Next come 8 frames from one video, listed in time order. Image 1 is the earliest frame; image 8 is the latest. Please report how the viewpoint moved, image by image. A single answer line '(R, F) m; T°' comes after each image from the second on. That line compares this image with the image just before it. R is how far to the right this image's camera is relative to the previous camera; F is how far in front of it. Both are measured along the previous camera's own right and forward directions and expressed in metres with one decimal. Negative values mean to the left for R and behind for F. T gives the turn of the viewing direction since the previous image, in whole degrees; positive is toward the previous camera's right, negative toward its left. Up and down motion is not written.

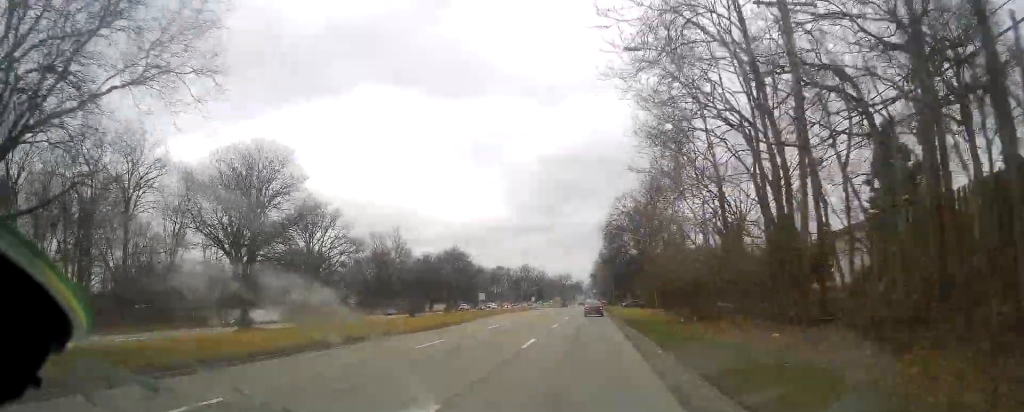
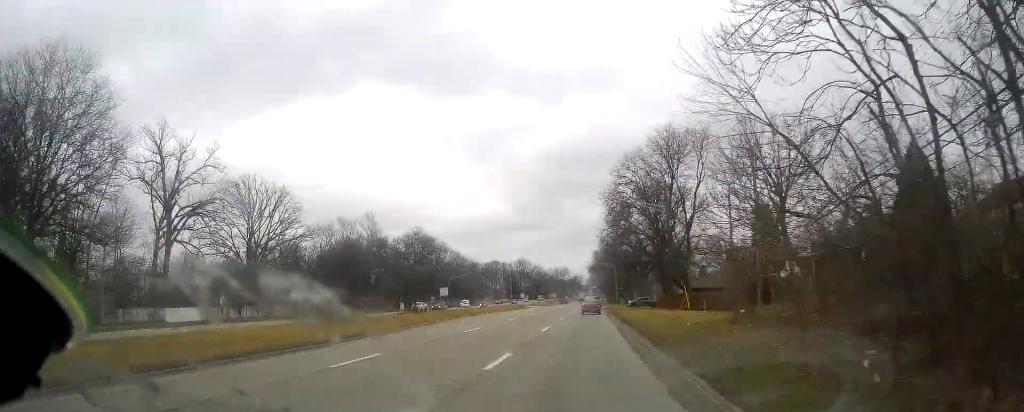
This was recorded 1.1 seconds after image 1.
(+0.6, +21.2) m; +1°
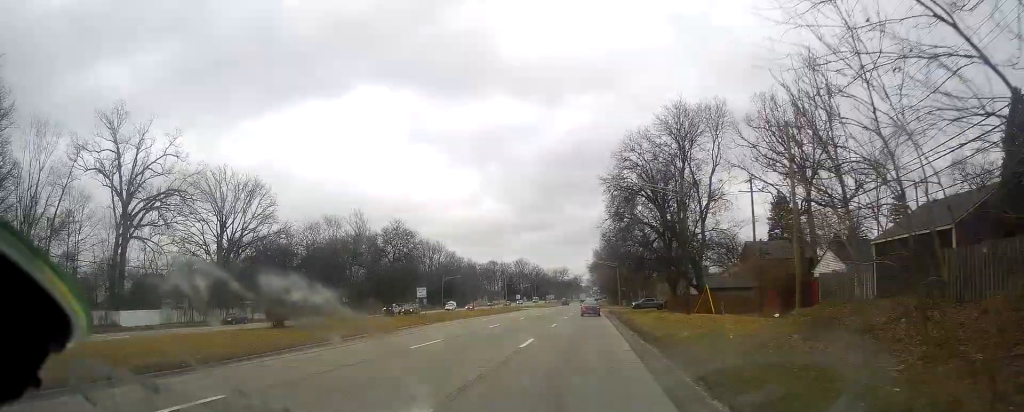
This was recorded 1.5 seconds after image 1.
(+0.1, +8.6) m; -1°
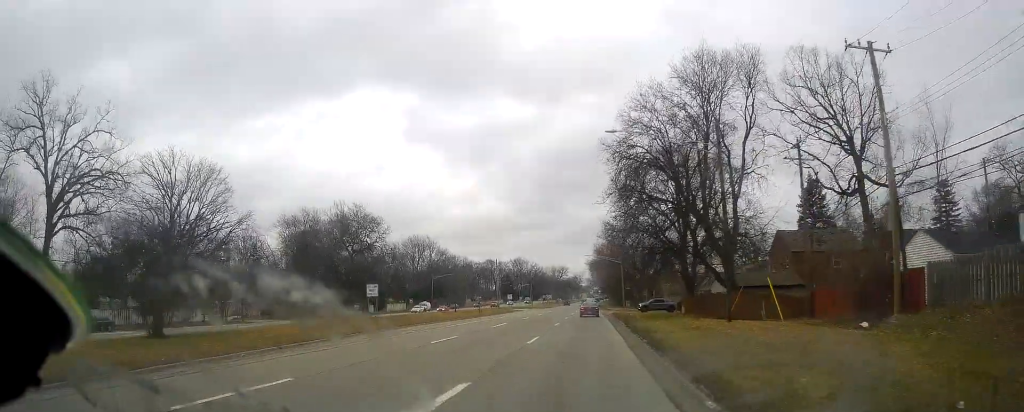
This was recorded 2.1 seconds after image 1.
(-0.2, +12.7) m; 0°
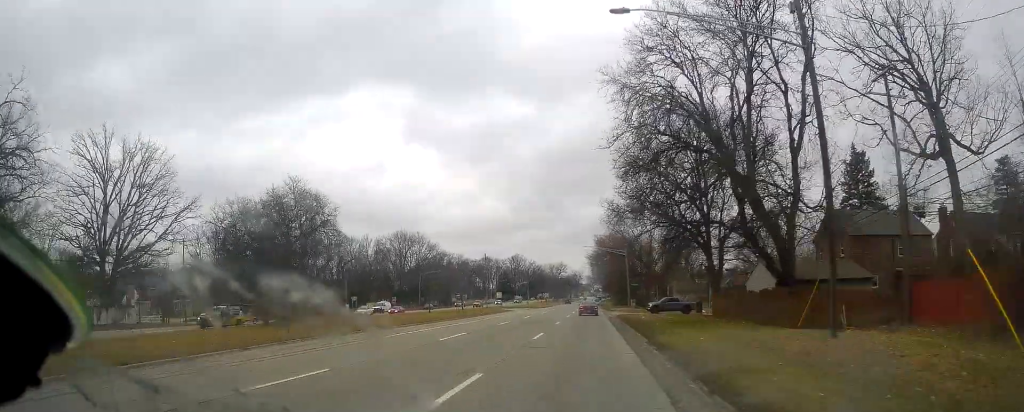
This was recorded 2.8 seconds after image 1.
(-0.1, +13.3) m; 0°
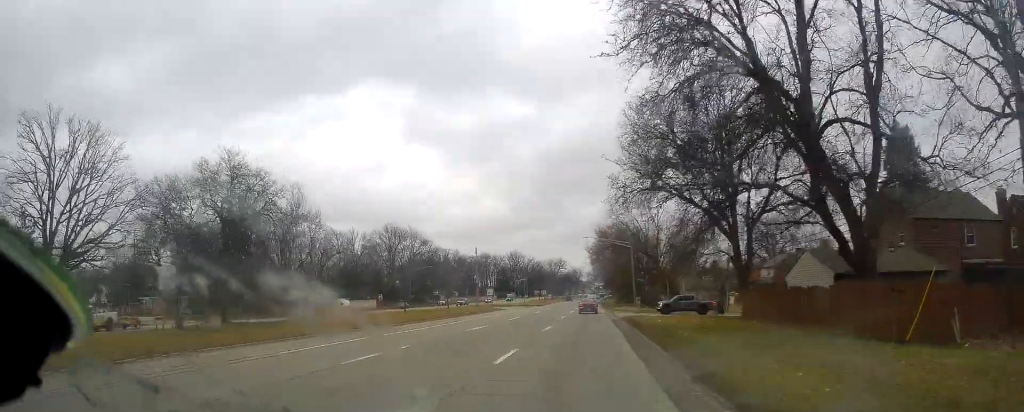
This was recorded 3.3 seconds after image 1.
(+0.2, +9.3) m; -1°
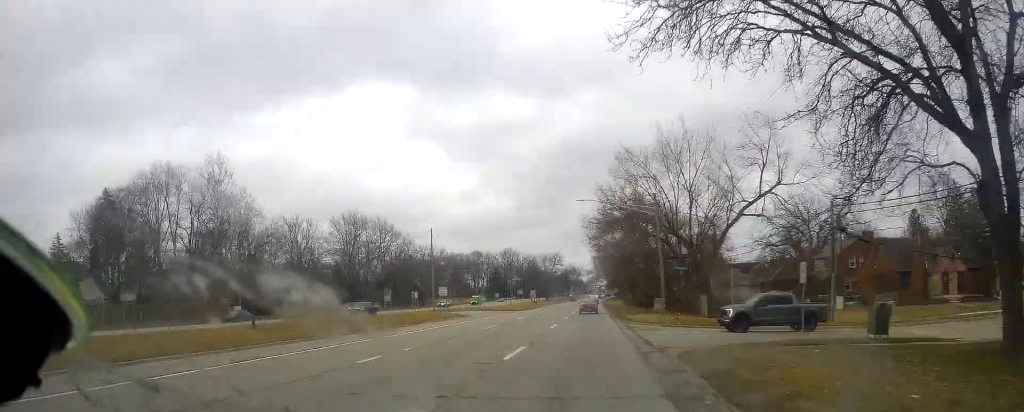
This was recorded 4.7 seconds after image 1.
(-0.7, +28.5) m; 0°
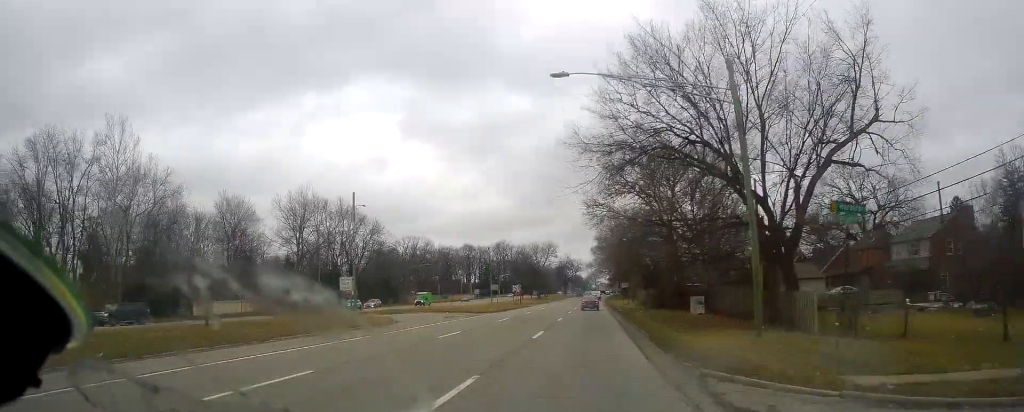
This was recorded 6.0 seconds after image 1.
(+0.9, +25.3) m; +1°
